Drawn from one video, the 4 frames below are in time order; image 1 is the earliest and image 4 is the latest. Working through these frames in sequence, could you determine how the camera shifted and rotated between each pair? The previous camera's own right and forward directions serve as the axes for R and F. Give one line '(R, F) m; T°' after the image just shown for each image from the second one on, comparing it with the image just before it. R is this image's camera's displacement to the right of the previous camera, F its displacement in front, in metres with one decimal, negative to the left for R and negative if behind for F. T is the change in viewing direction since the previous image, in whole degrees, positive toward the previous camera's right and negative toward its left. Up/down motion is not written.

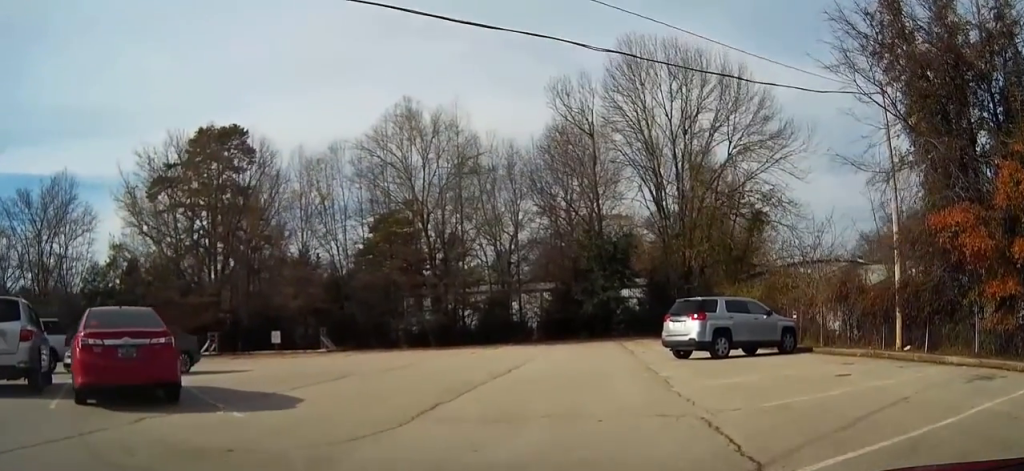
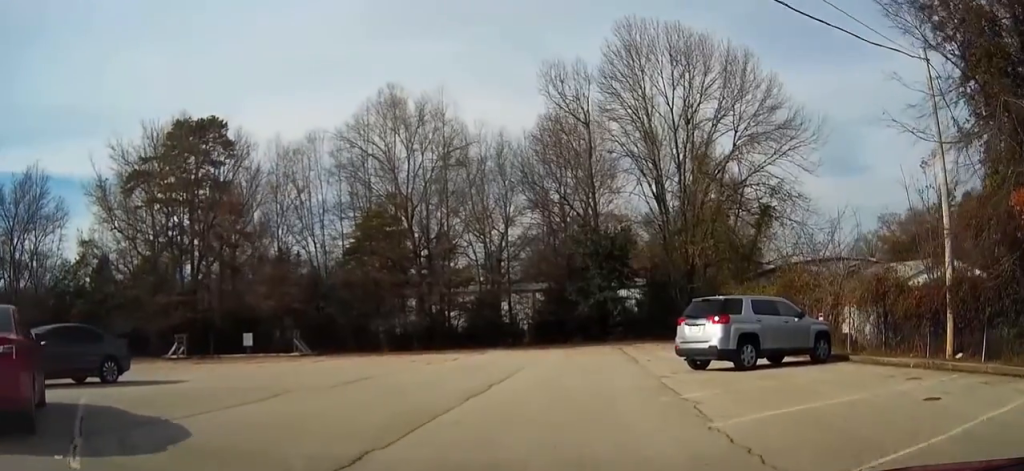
(+0.1, +3.7) m; 0°
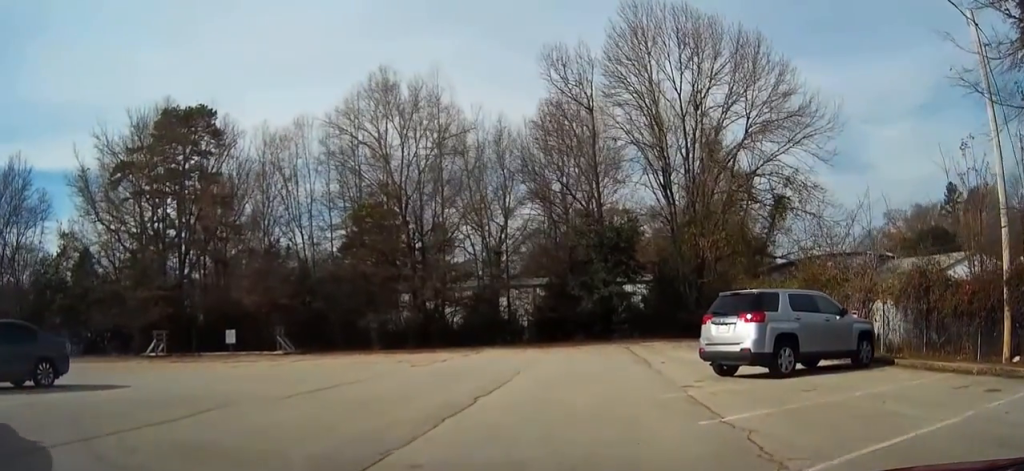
(-0.1, +2.3) m; -1°
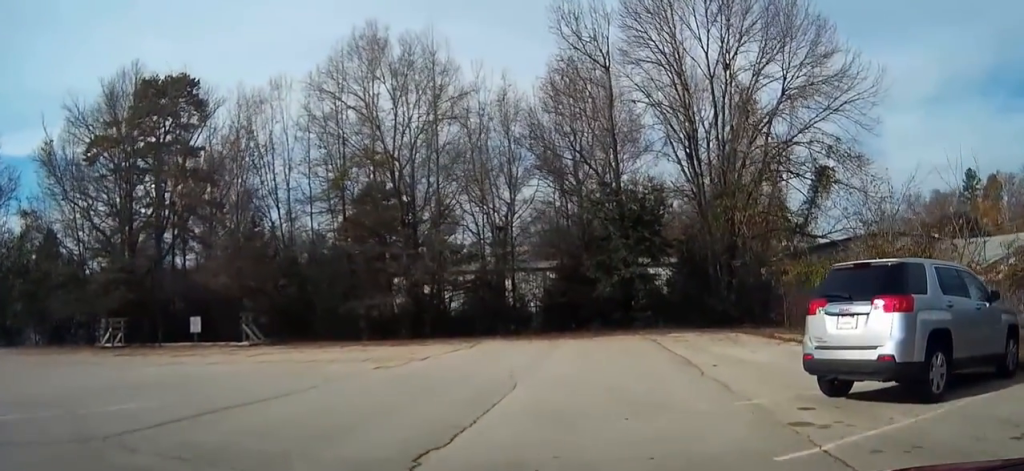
(+0.1, +4.8) m; +1°
